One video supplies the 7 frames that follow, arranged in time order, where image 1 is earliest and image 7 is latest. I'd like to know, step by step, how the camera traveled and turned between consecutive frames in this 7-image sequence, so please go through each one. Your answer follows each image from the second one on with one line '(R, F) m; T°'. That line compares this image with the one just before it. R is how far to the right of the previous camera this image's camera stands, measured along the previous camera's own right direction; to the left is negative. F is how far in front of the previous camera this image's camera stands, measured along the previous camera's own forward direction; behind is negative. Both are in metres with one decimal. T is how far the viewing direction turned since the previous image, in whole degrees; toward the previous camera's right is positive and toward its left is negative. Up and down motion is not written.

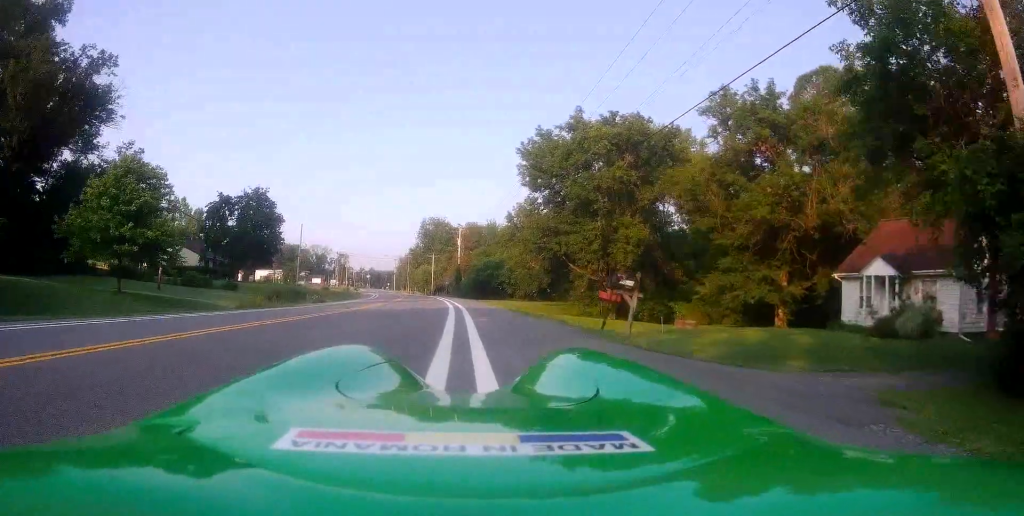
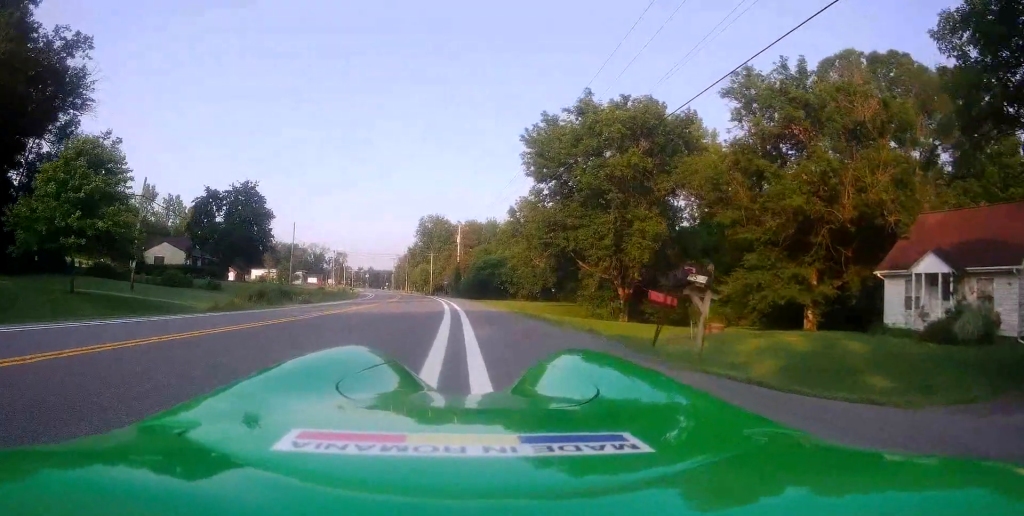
(+0.1, +4.1) m; +1°
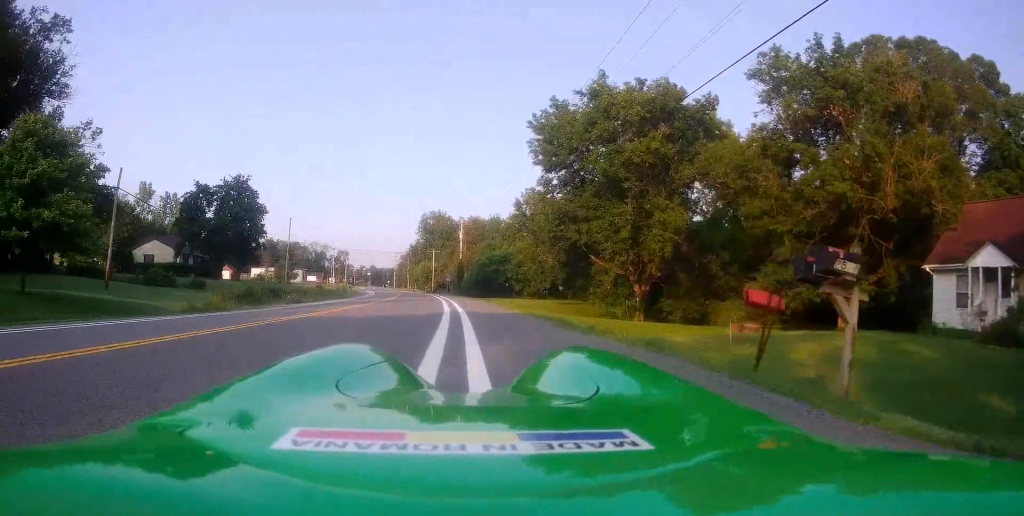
(0.0, +3.6) m; 0°
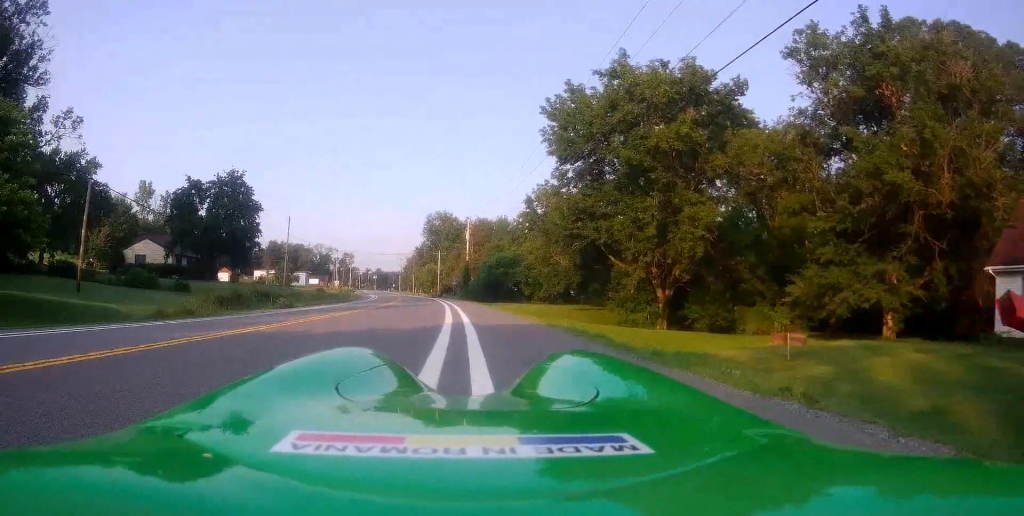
(0.0, +3.9) m; 0°
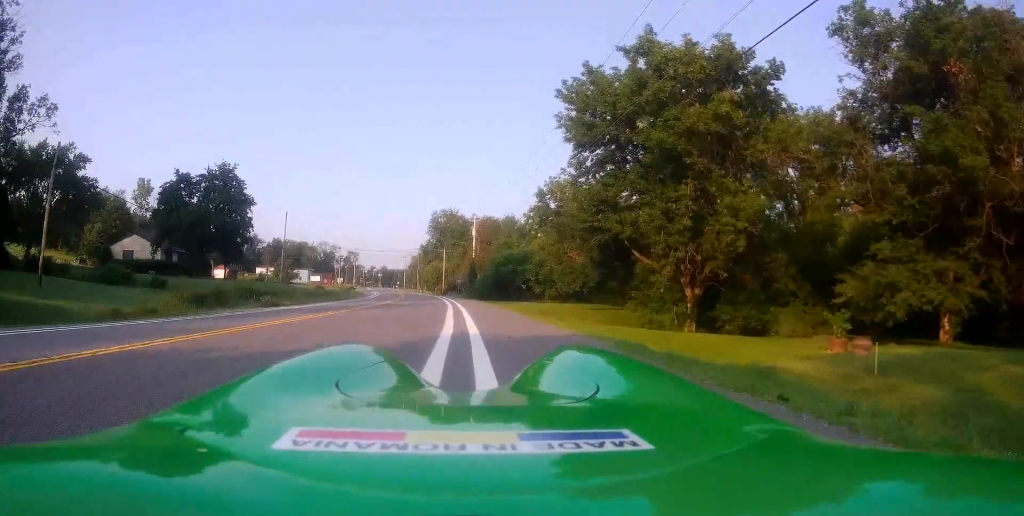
(0.0, +4.4) m; 0°
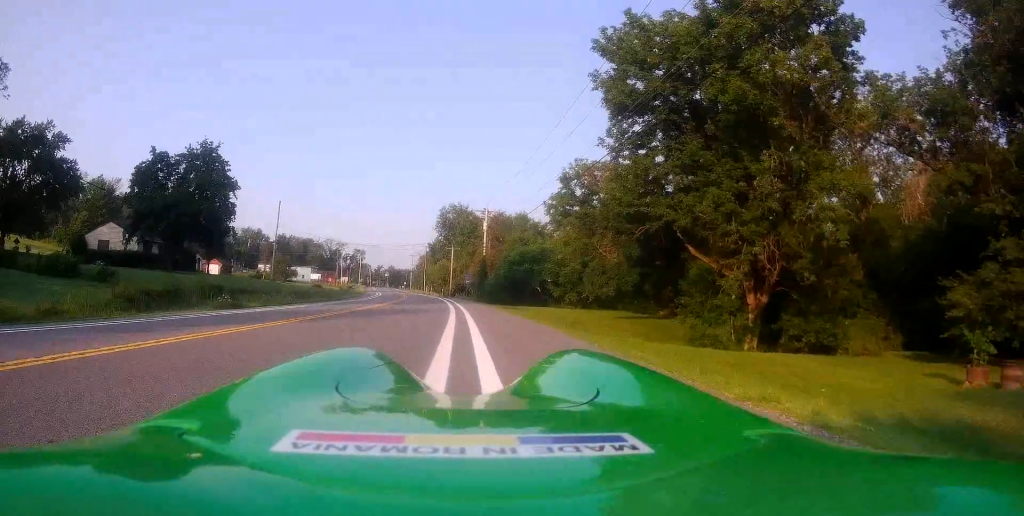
(0.0, +7.1) m; 0°
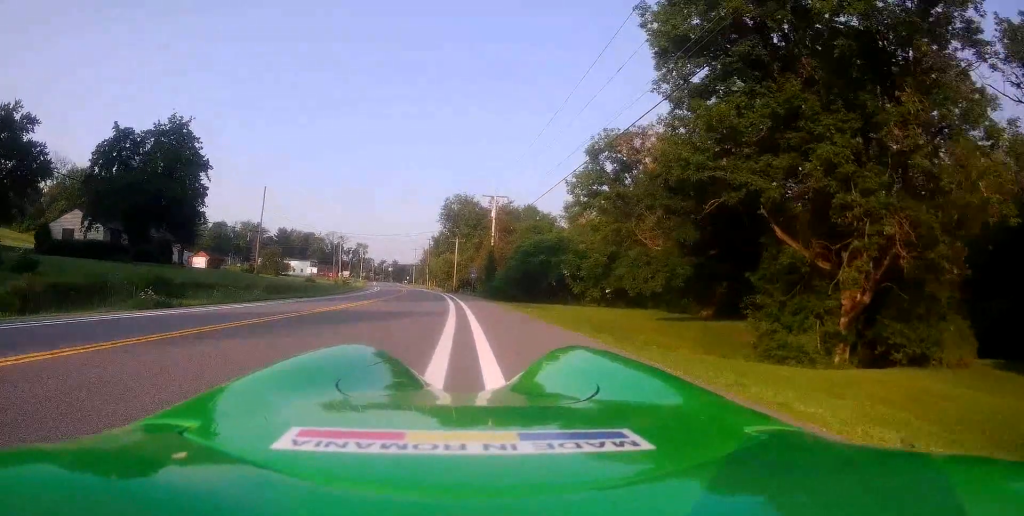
(0.0, +7.4) m; -2°
